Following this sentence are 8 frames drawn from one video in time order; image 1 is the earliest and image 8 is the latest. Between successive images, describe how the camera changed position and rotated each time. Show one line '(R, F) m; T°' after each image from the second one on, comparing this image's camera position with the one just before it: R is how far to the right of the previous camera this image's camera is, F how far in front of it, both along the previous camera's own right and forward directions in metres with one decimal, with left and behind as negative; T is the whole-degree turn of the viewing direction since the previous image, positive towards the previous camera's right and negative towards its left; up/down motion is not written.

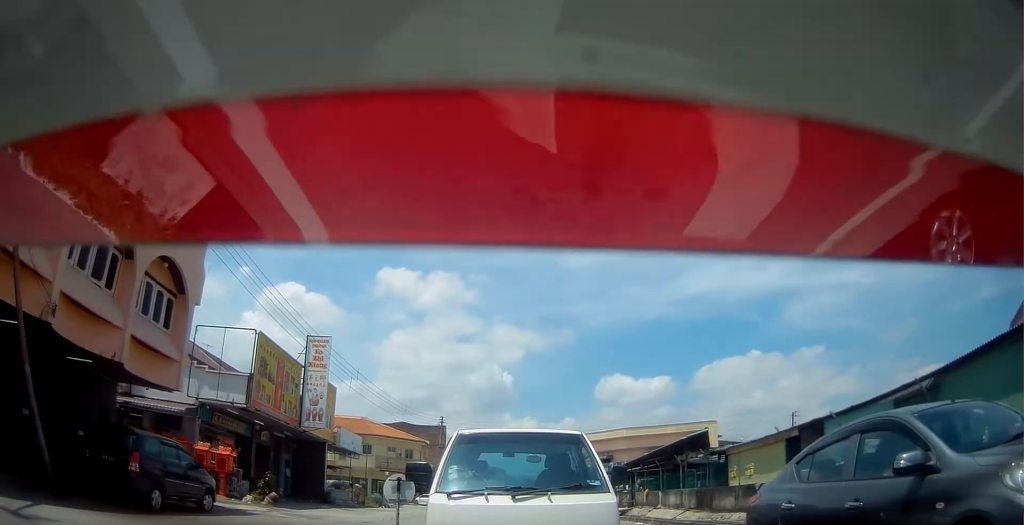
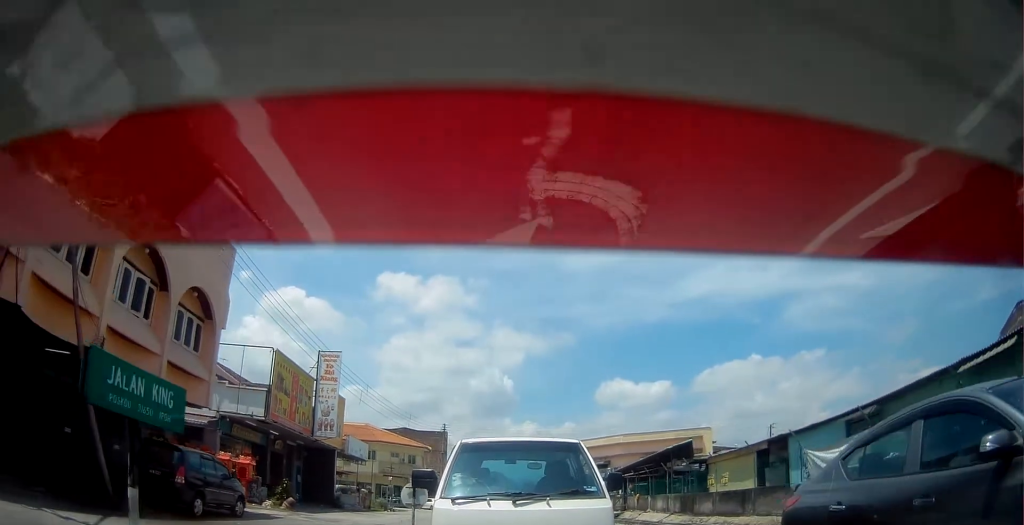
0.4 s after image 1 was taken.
(+0.1, +2.0) m; -1°
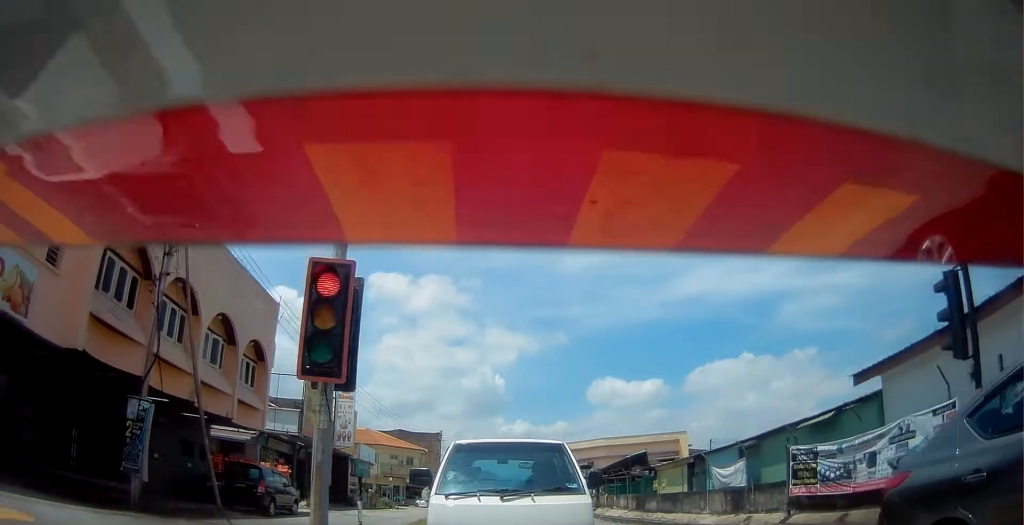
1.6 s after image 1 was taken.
(-0.1, +5.5) m; -1°
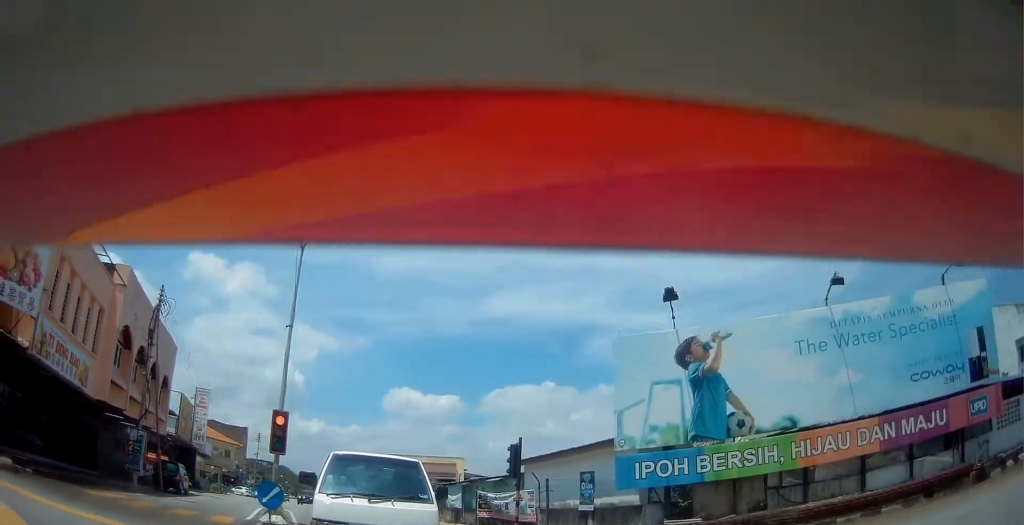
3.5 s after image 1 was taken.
(+0.8, +12.2) m; +11°
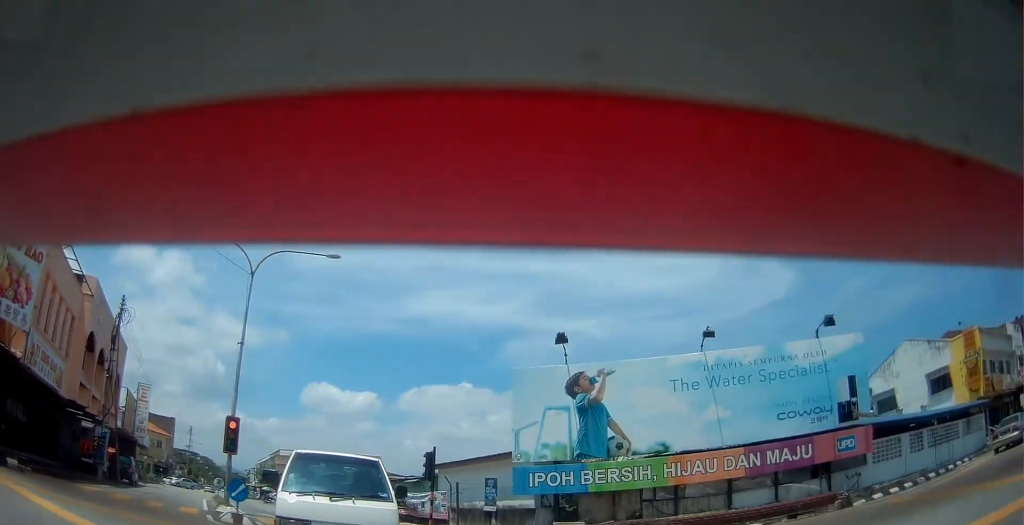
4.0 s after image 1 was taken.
(+0.1, +3.5) m; +5°
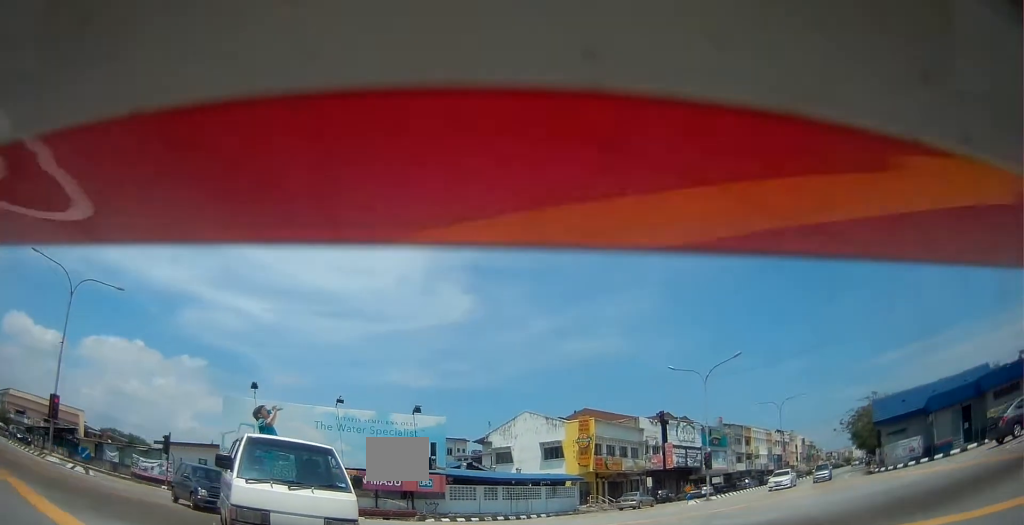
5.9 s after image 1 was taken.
(+2.8, +12.8) m; +26°
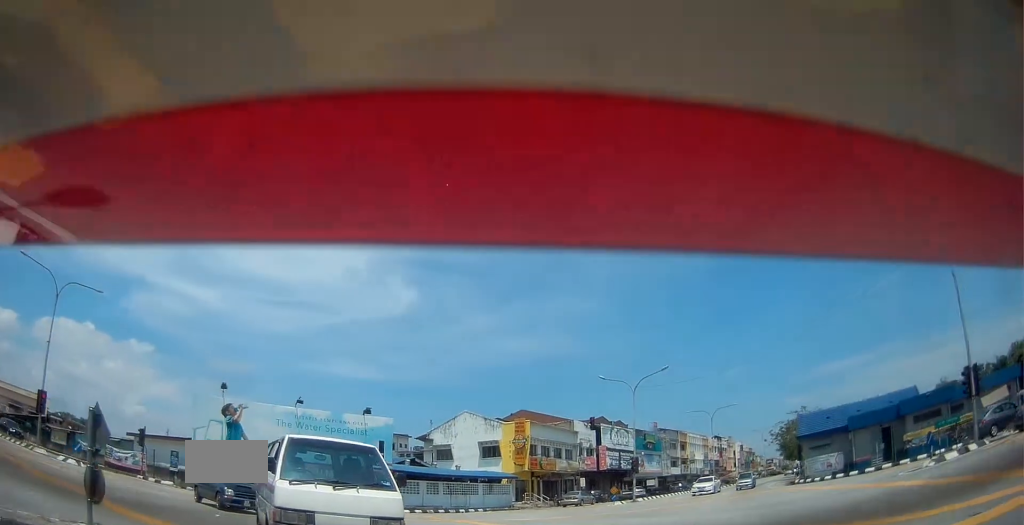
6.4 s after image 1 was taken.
(+0.2, +3.6) m; +7°
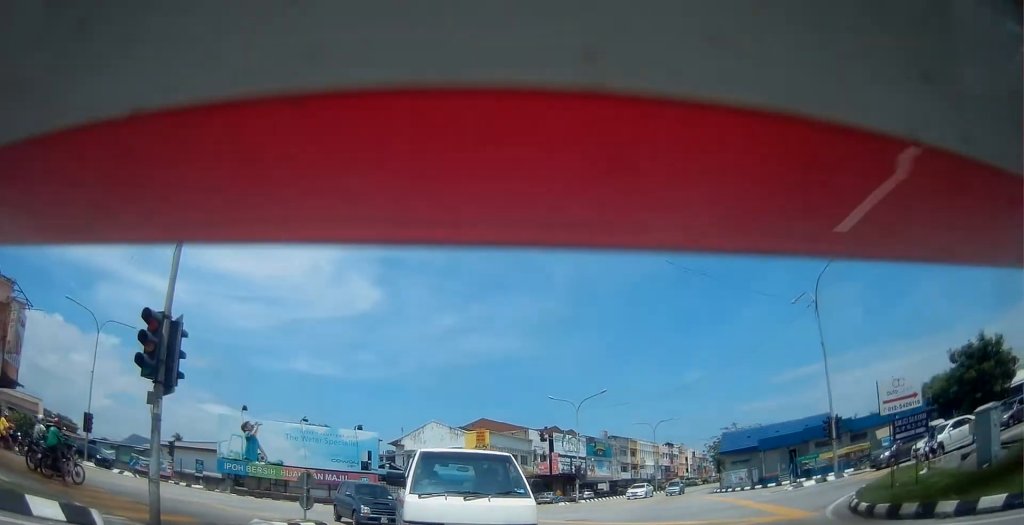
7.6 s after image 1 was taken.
(+1.3, +8.4) m; +14°
